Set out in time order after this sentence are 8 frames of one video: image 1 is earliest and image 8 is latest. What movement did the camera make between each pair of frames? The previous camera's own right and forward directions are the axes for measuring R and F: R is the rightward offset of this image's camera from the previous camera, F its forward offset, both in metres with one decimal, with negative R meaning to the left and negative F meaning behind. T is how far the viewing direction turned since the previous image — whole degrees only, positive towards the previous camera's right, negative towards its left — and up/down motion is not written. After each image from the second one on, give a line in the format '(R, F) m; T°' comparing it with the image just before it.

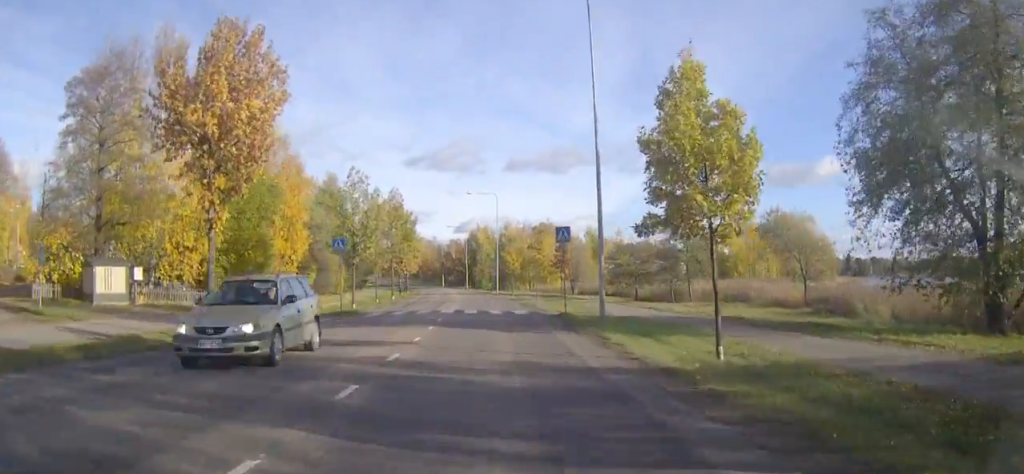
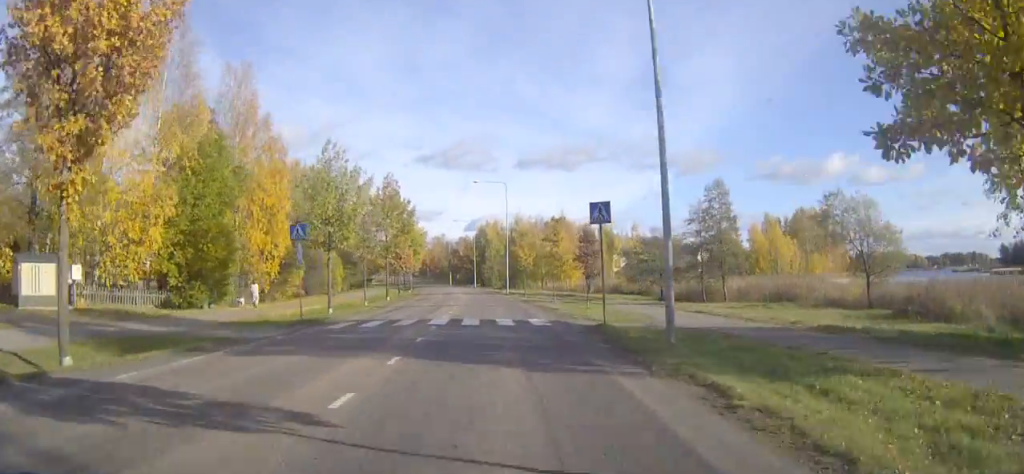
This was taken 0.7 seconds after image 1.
(0.0, +8.6) m; -1°
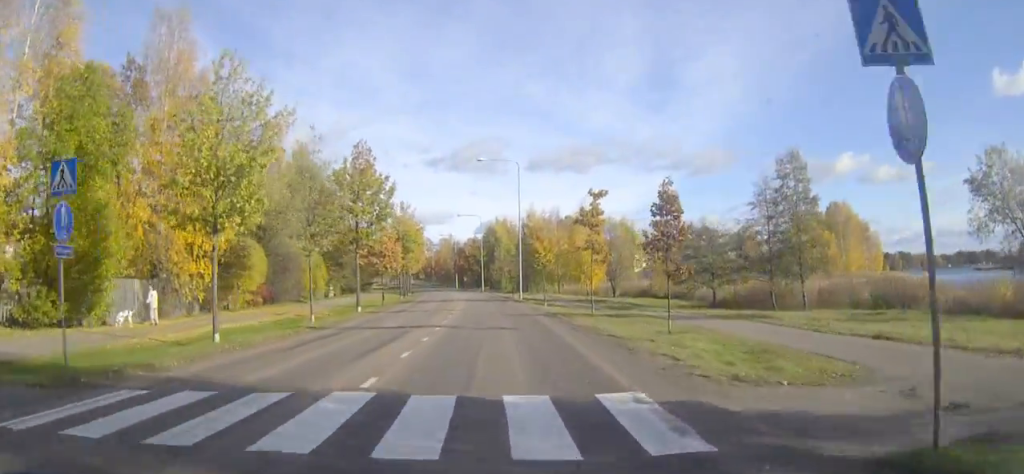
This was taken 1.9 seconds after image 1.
(-0.3, +15.8) m; -2°
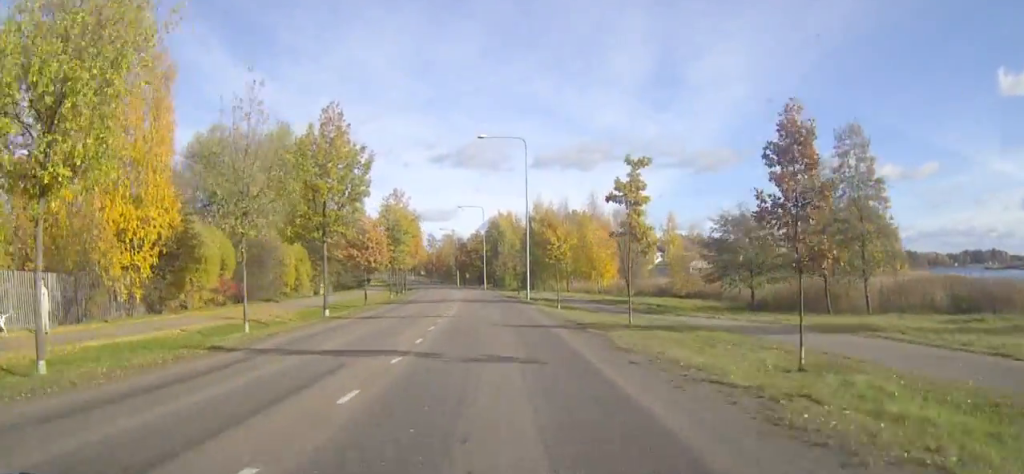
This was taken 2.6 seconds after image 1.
(-0.1, +8.9) m; 0°
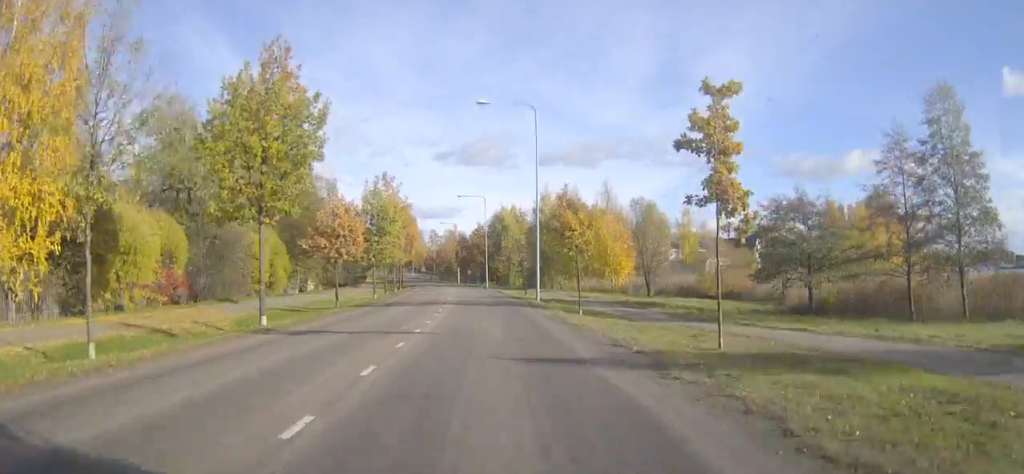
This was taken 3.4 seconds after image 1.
(+0.1, +9.8) m; 0°
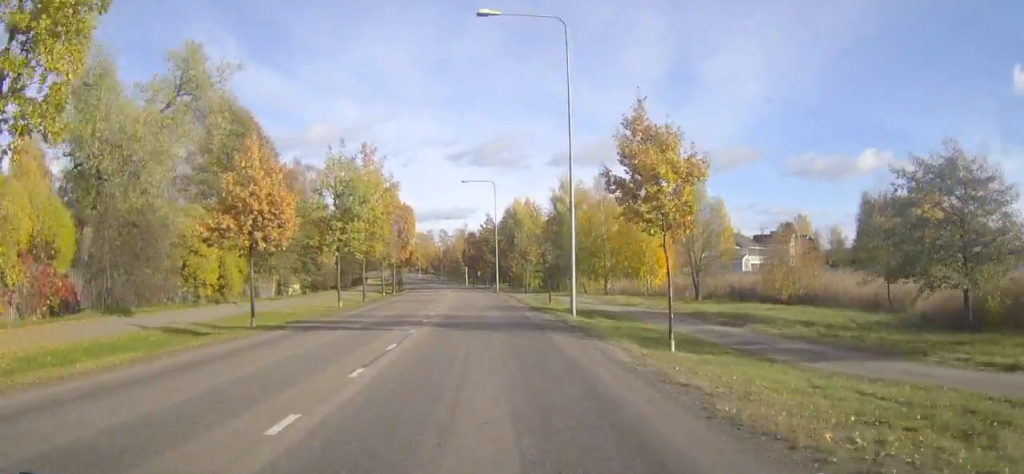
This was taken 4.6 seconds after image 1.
(-0.1, +15.4) m; -1°
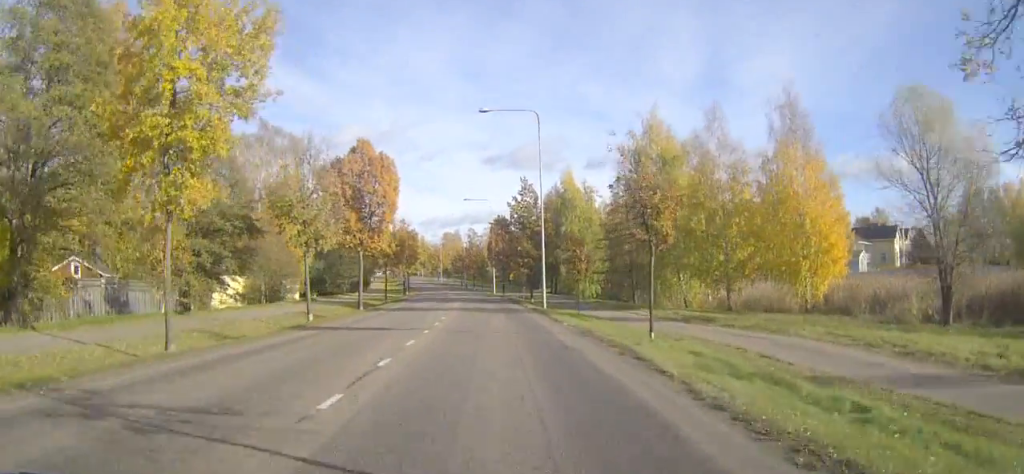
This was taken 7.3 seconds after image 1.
(-0.7, +34.8) m; -2°
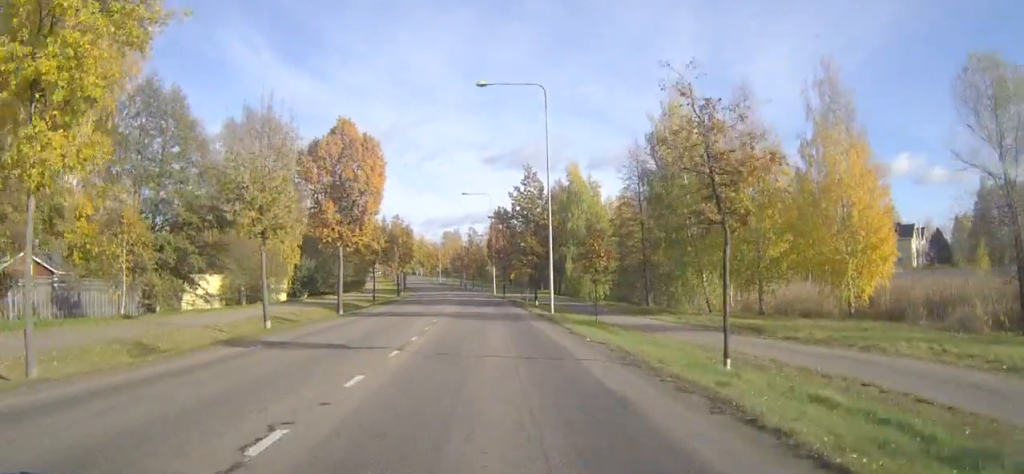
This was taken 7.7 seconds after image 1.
(0.0, +6.0) m; 0°
